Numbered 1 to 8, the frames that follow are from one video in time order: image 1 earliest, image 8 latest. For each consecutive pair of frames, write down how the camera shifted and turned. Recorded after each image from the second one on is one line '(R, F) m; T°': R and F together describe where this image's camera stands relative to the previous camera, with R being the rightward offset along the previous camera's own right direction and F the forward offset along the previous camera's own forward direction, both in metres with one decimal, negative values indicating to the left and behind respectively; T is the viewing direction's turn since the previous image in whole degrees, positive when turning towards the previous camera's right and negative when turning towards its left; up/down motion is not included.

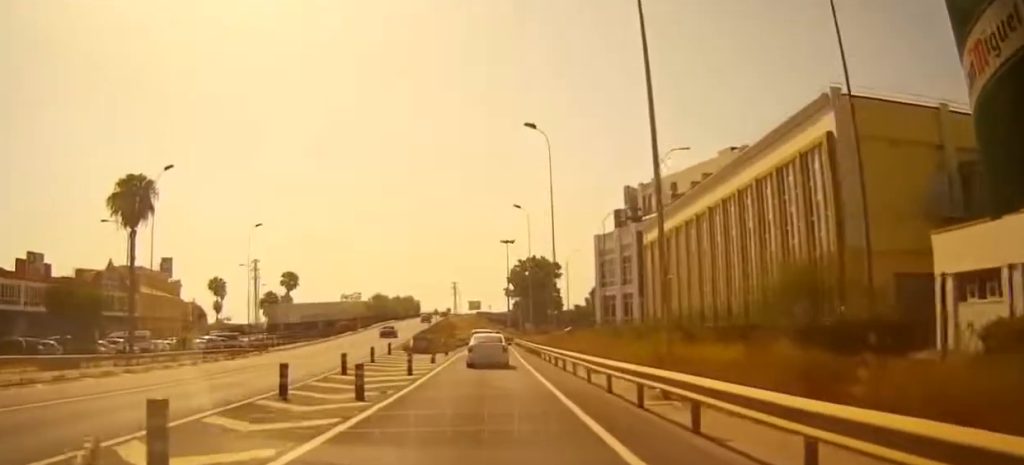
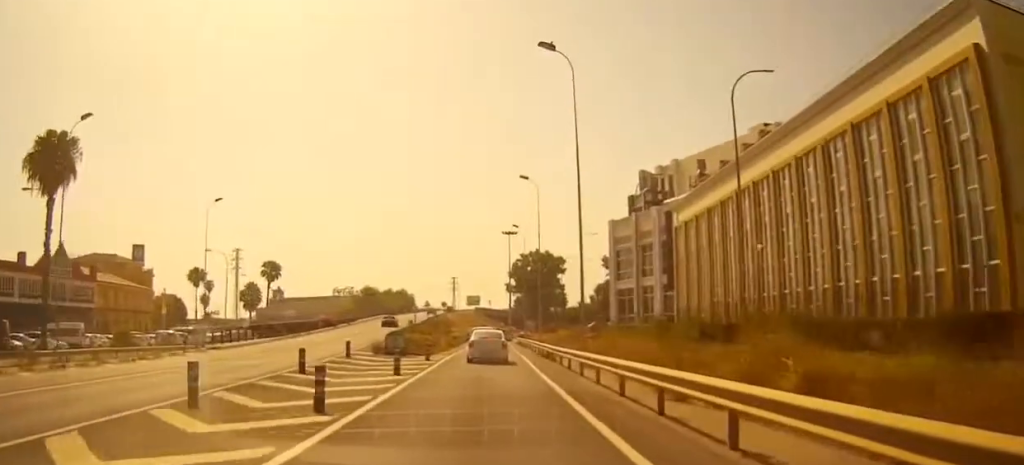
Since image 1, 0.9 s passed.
(0.0, +13.1) m; 0°
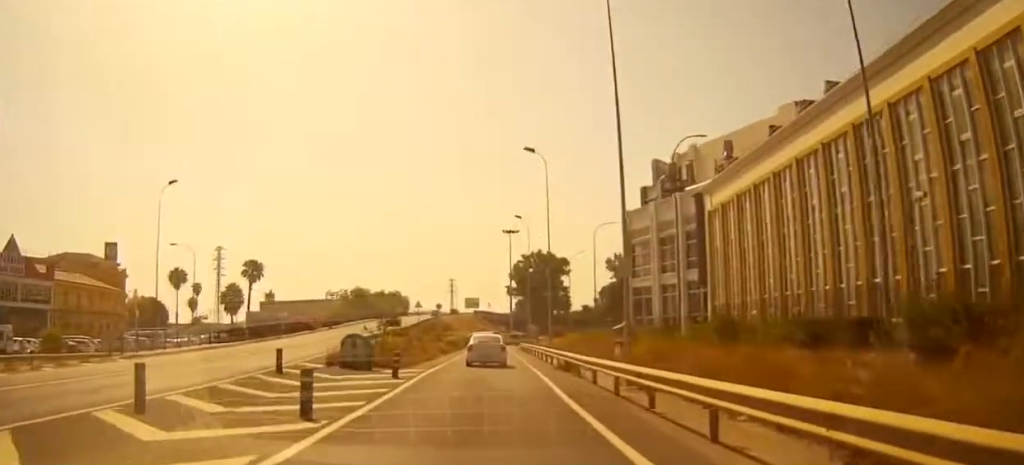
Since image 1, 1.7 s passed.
(-0.1, +10.6) m; 0°
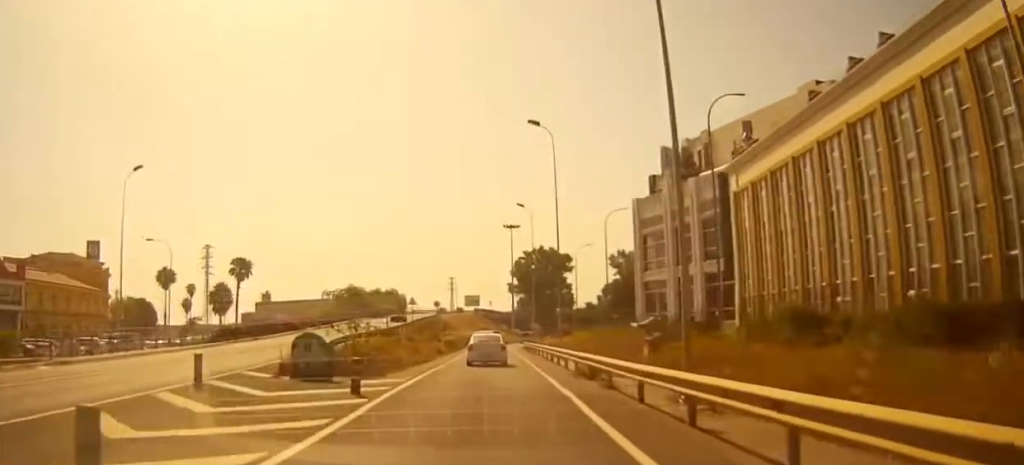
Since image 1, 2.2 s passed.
(0.0, +6.4) m; 0°
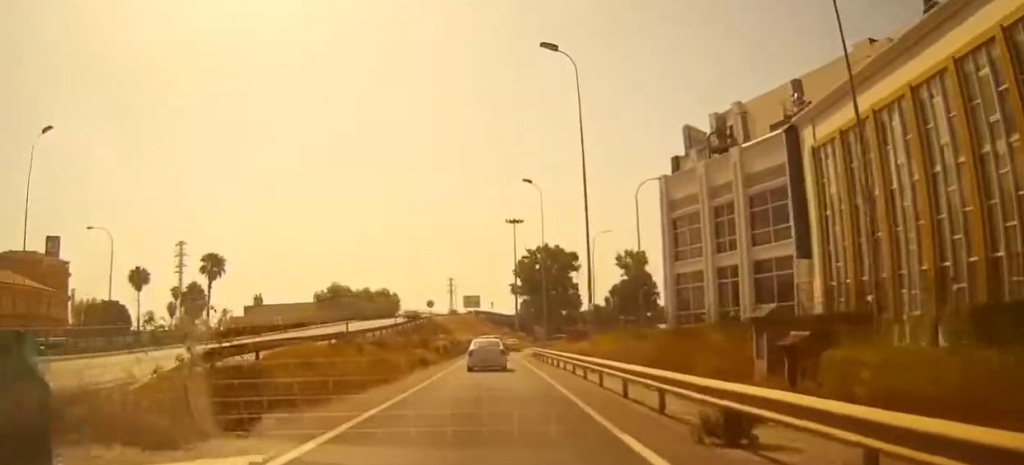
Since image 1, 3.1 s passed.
(0.0, +13.0) m; 0°
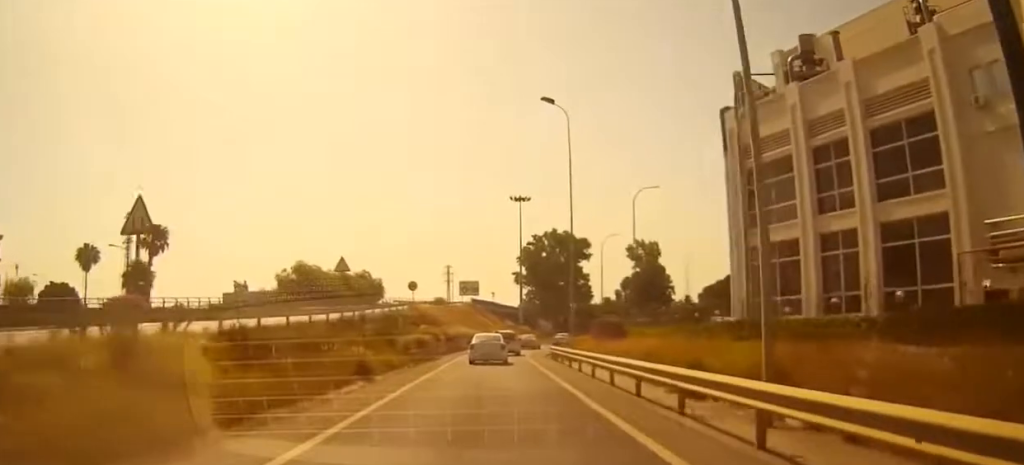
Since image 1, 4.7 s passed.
(0.0, +20.1) m; 0°
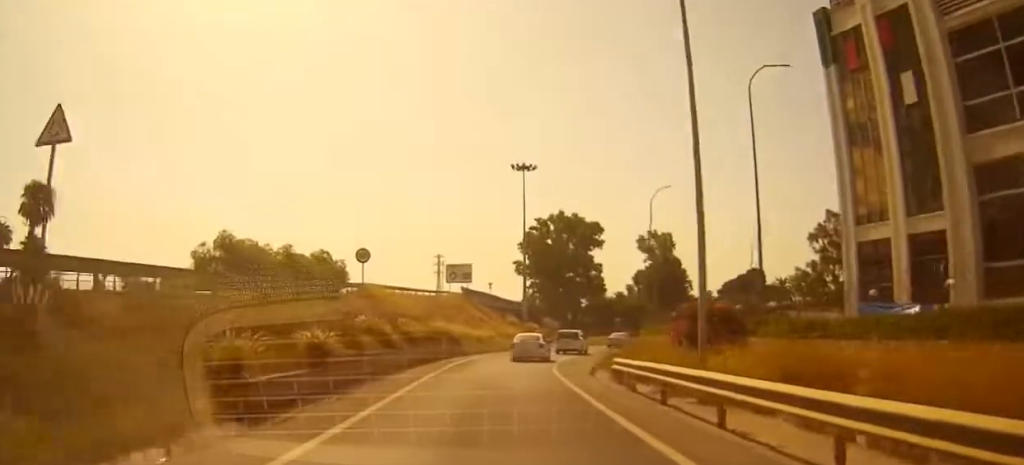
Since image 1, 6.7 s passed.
(+0.4, +25.6) m; +2°
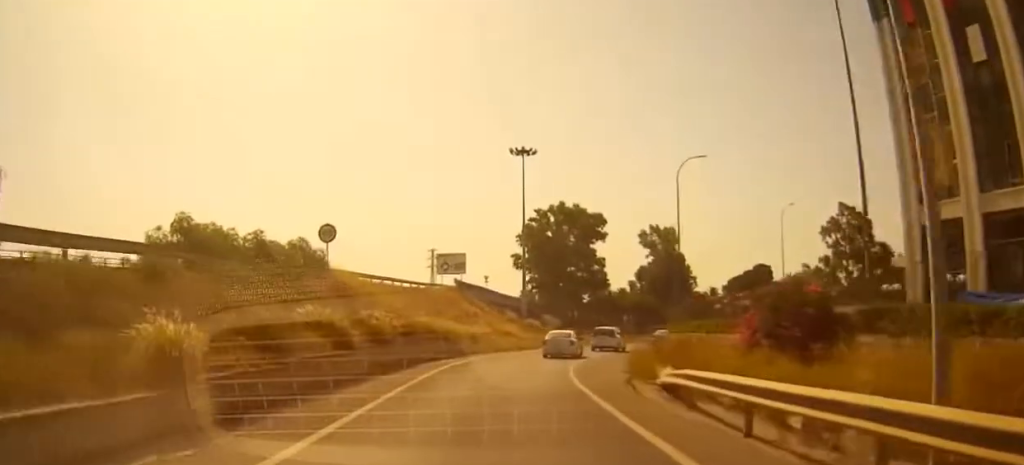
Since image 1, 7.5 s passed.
(+0.1, +8.7) m; 0°
